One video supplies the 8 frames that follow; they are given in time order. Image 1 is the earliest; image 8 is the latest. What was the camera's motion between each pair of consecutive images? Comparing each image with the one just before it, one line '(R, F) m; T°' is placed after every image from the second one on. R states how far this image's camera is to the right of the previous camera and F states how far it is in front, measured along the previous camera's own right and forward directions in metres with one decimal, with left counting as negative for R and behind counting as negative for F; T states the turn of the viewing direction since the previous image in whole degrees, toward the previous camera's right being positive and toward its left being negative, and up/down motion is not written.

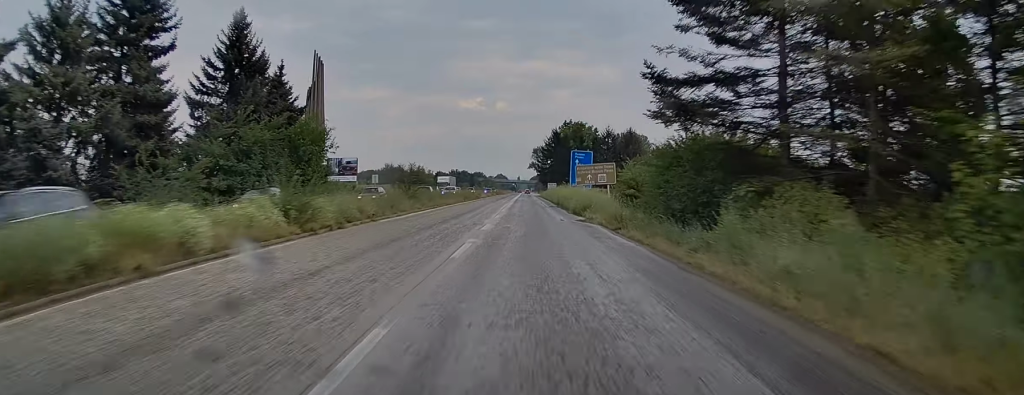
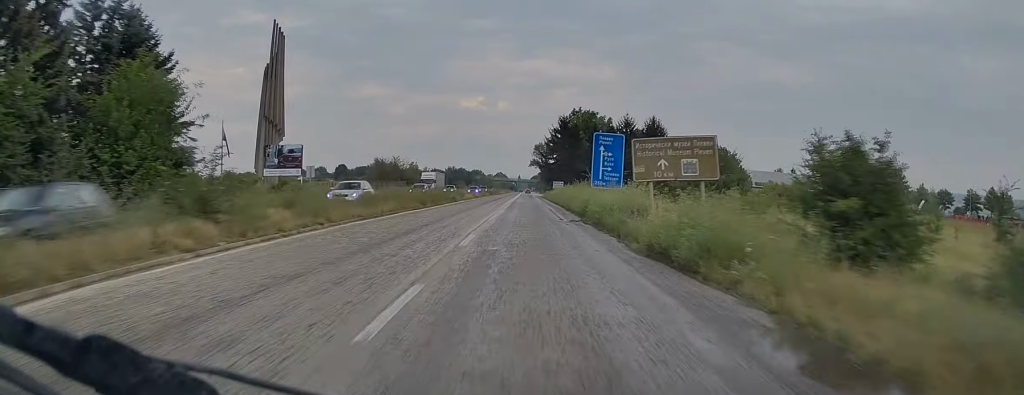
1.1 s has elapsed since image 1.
(+0.3, +23.3) m; 0°
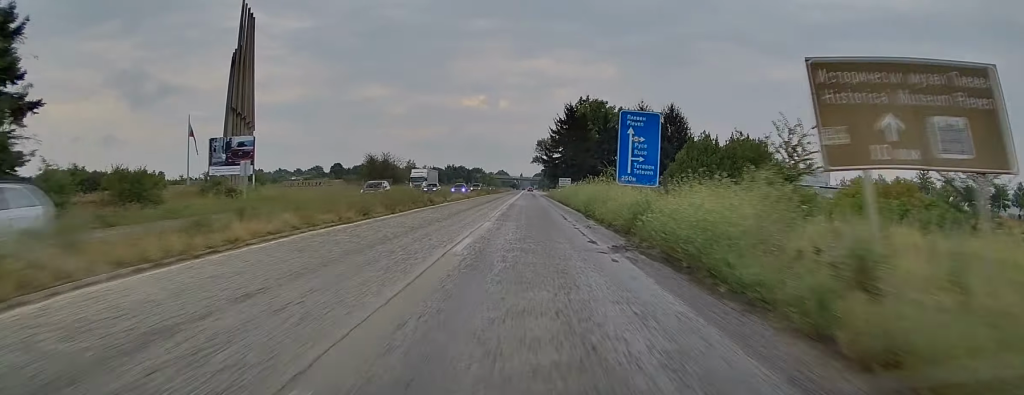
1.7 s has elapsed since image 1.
(-0.2, +13.1) m; -1°
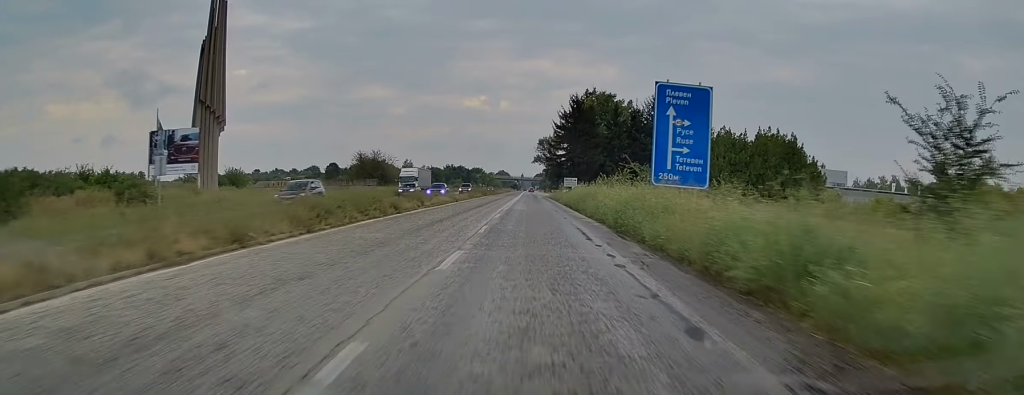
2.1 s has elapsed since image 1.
(0.0, +10.2) m; 0°
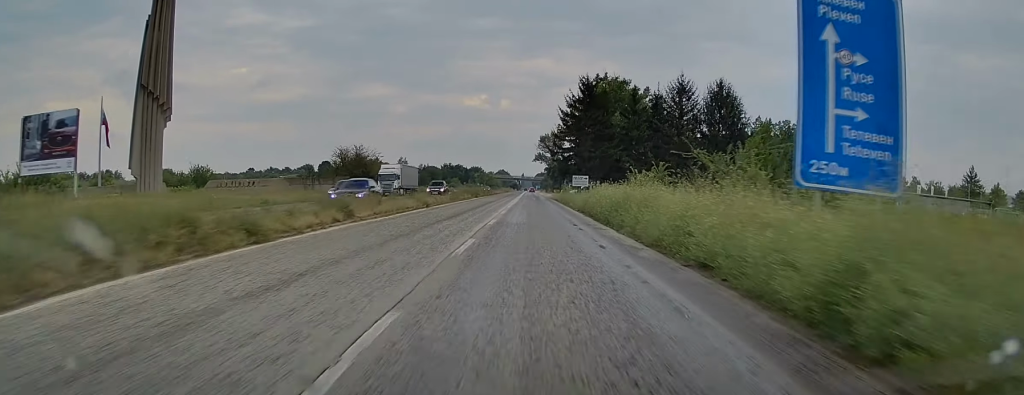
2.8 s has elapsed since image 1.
(-0.1, +14.5) m; +1°
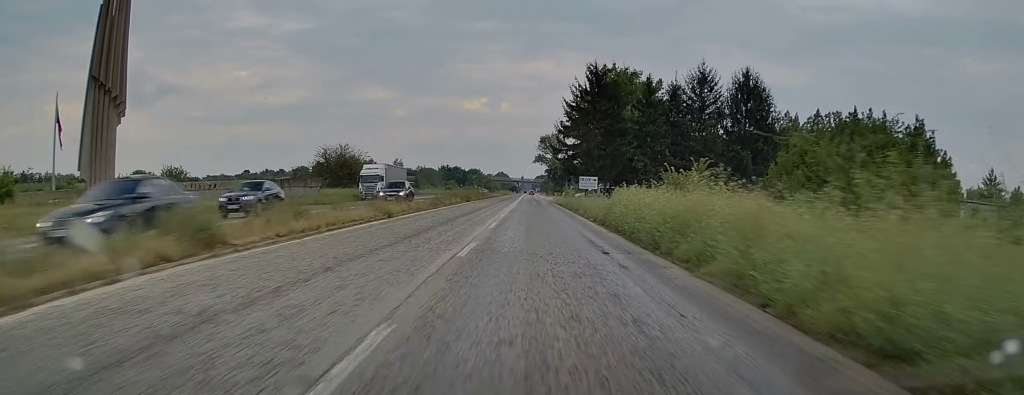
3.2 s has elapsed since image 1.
(+0.1, +9.4) m; 0°
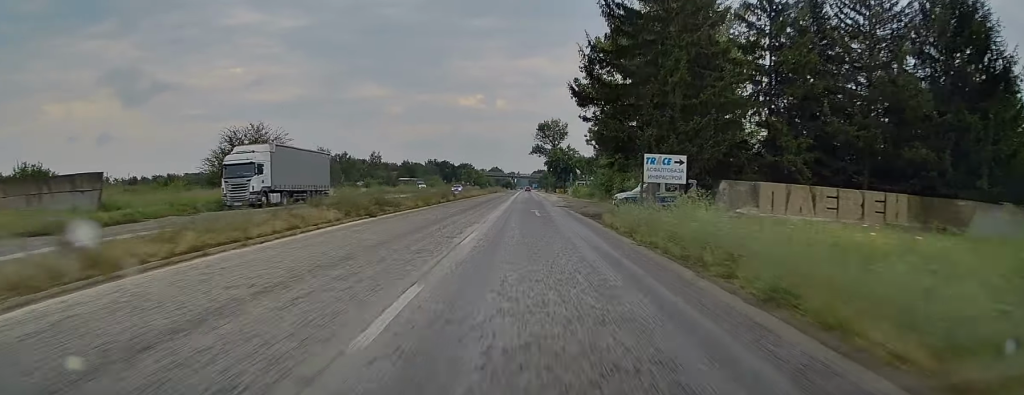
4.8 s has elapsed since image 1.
(-0.1, +34.6) m; 0°
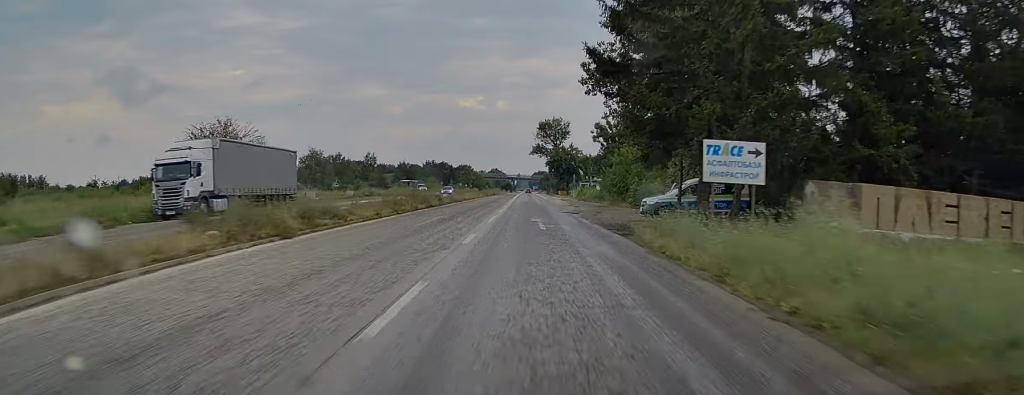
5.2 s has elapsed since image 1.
(+0.1, +8.6) m; 0°
